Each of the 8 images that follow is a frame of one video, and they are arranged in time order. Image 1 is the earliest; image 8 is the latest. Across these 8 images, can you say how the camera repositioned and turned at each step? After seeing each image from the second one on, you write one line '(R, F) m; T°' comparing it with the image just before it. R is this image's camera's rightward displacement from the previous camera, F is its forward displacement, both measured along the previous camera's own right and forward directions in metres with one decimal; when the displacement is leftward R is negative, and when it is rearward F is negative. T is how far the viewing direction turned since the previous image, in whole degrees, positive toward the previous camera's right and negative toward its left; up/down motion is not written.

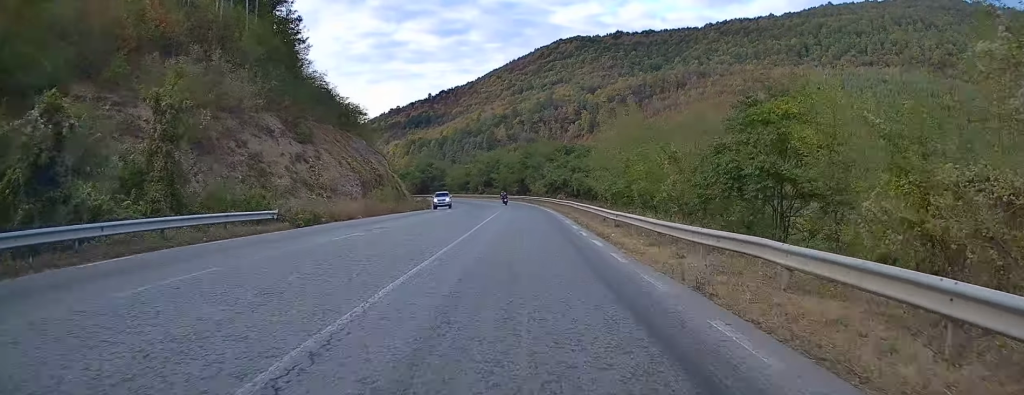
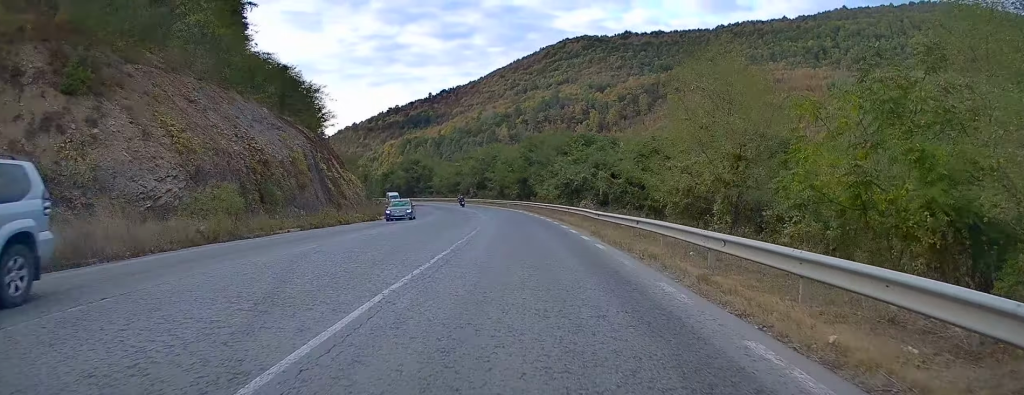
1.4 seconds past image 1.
(+0.3, +29.4) m; +1°
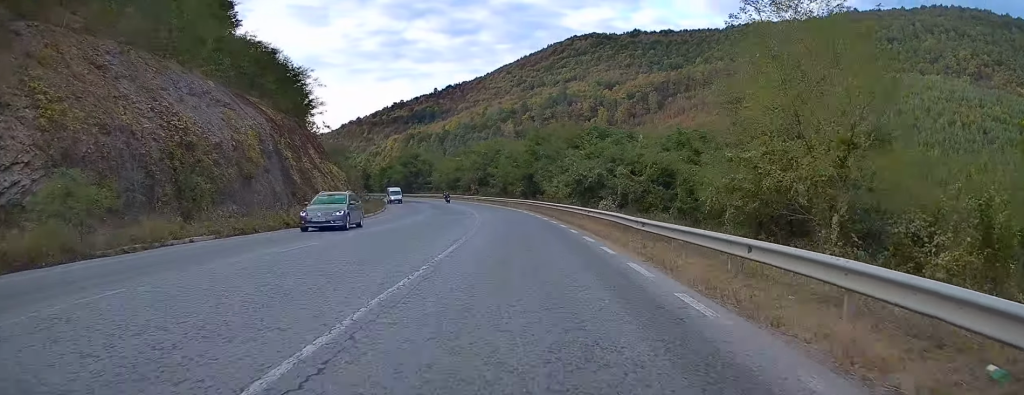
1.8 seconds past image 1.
(0.0, +9.2) m; 0°
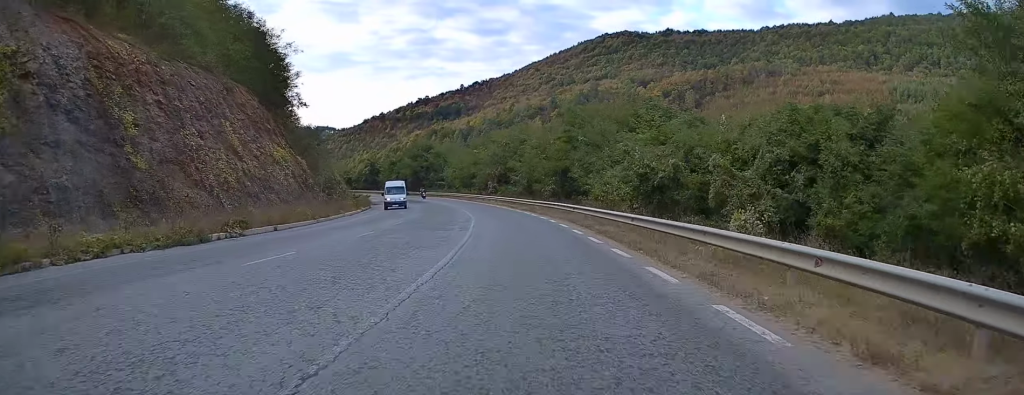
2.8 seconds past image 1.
(0.0, +21.2) m; -2°
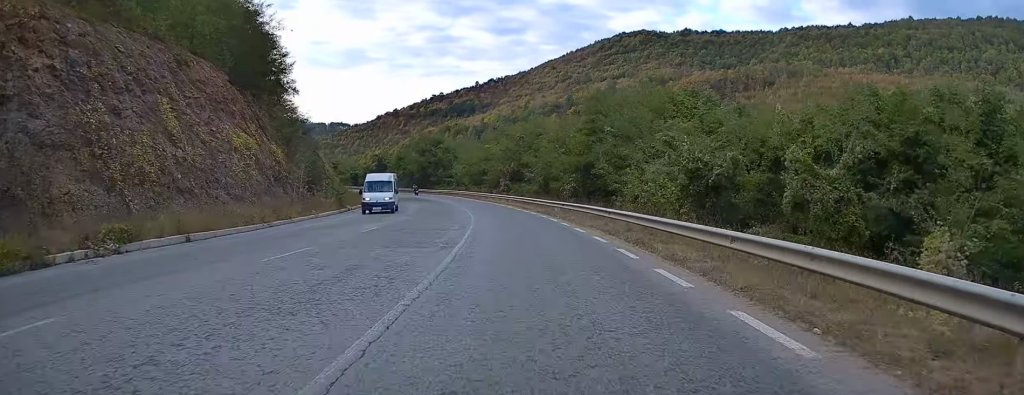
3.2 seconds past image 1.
(-0.3, +8.4) m; -2°
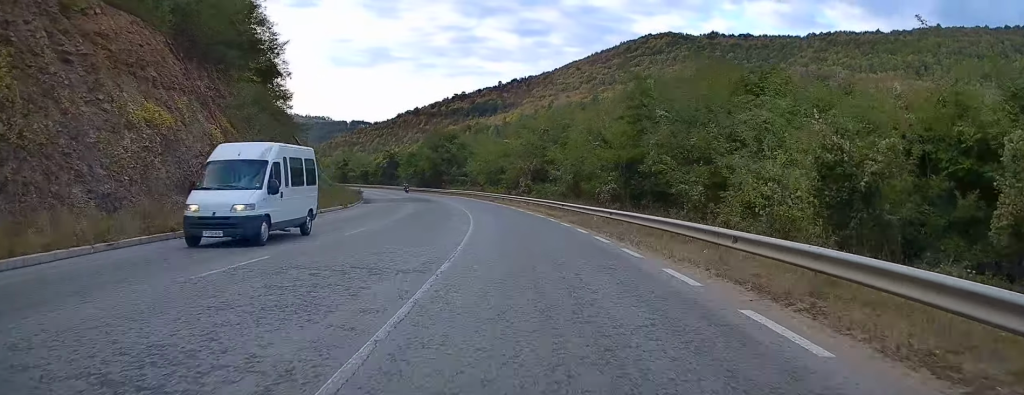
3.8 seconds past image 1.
(-0.1, +11.9) m; -3°
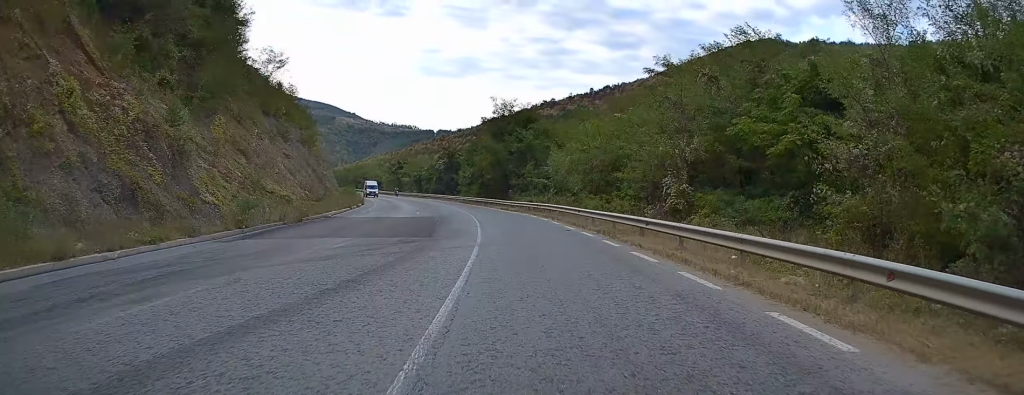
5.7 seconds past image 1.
(-2.8, +39.2) m; -8°
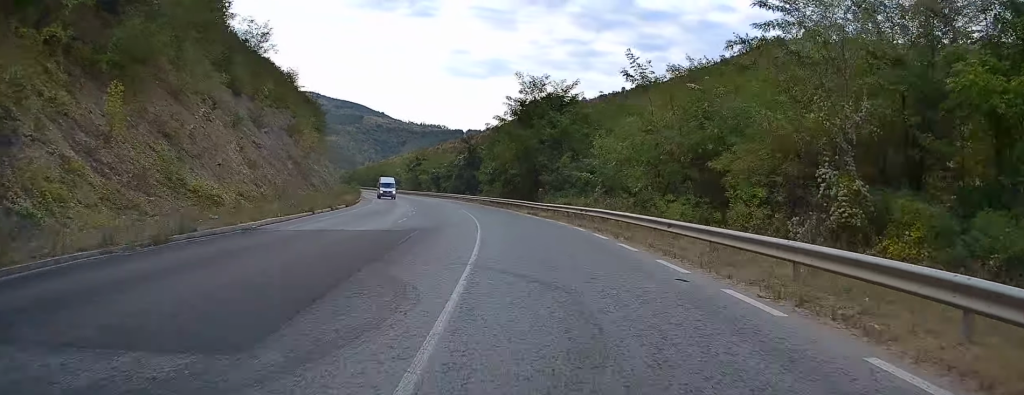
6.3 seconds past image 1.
(-0.4, +14.1) m; -3°
